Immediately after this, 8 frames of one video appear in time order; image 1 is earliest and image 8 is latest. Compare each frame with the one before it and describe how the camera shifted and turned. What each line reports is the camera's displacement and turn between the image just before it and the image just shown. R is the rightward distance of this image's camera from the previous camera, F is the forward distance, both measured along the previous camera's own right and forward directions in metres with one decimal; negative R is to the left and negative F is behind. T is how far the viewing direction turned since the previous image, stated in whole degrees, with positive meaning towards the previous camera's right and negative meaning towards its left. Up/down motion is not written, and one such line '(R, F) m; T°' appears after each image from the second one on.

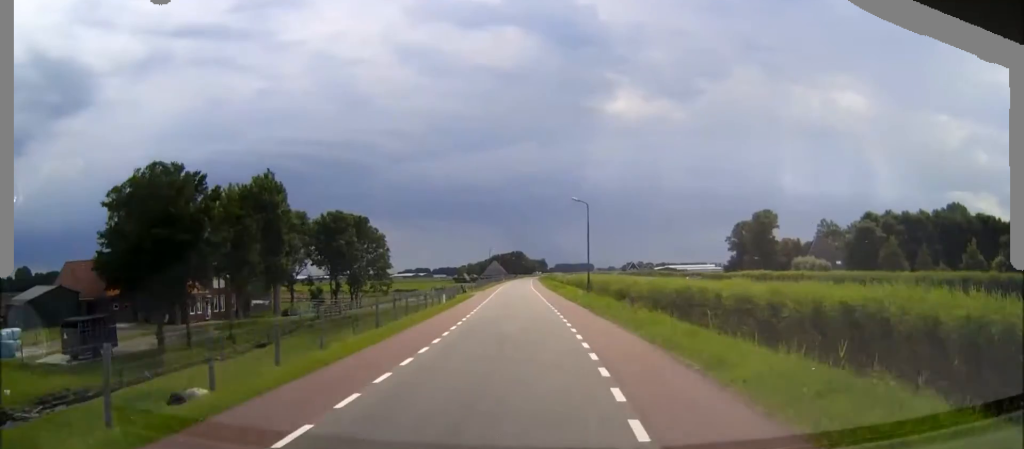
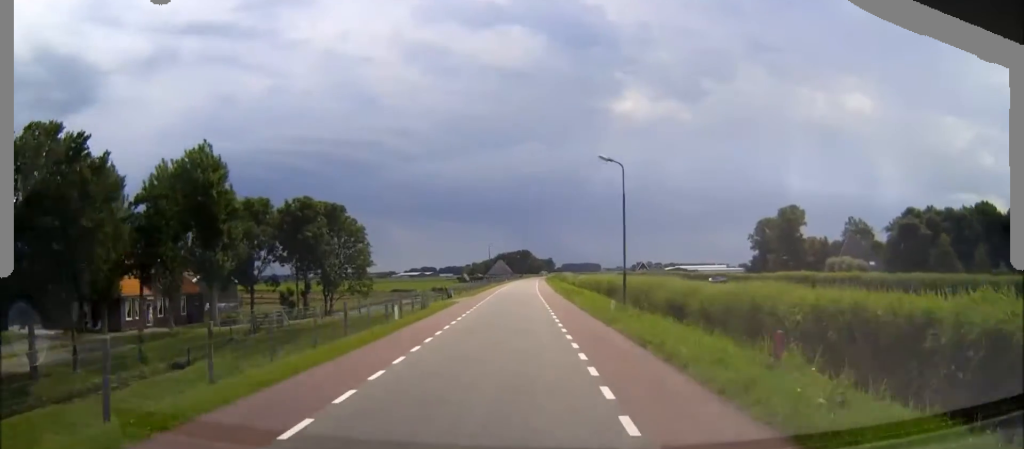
(-0.1, +15.3) m; 0°
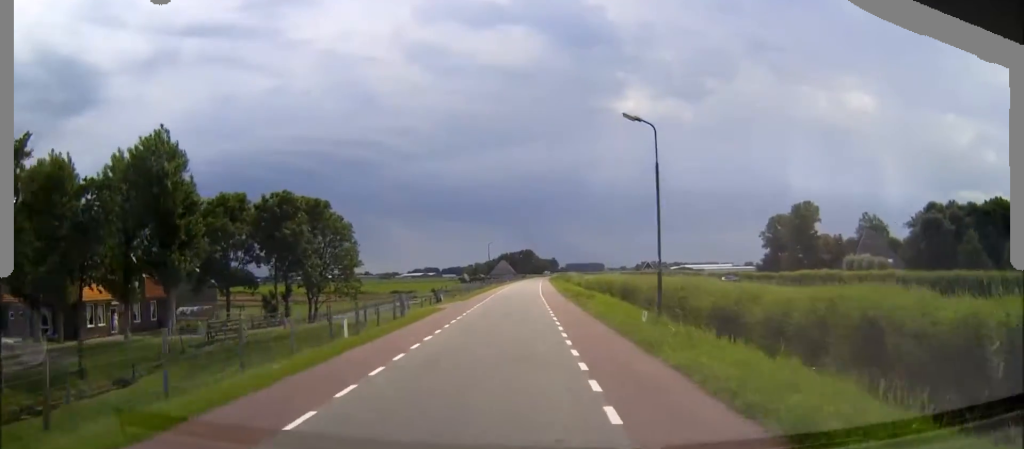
(0.0, +7.3) m; 0°
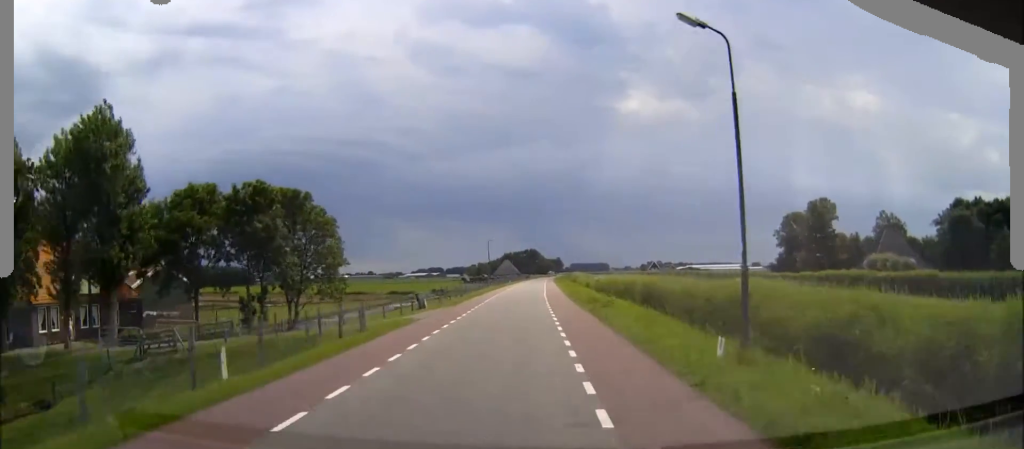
(0.0, +7.9) m; 0°
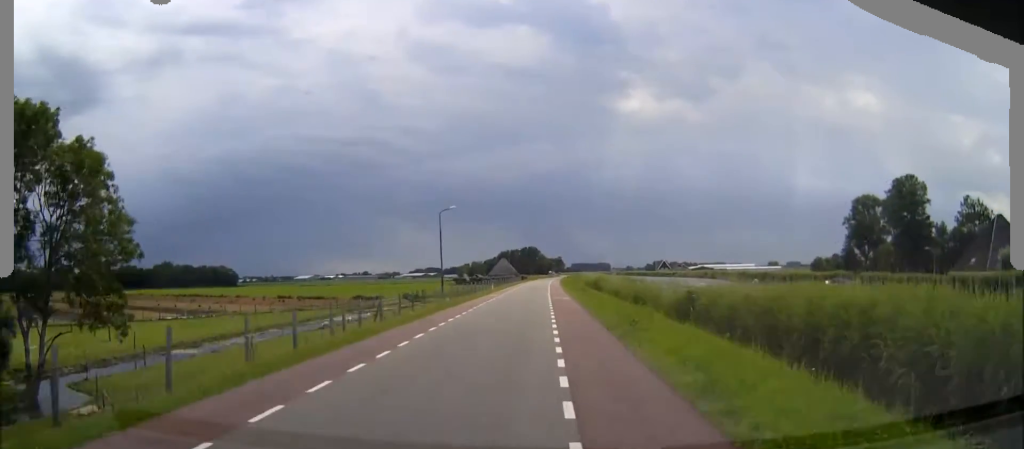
(+0.2, +40.4) m; 0°
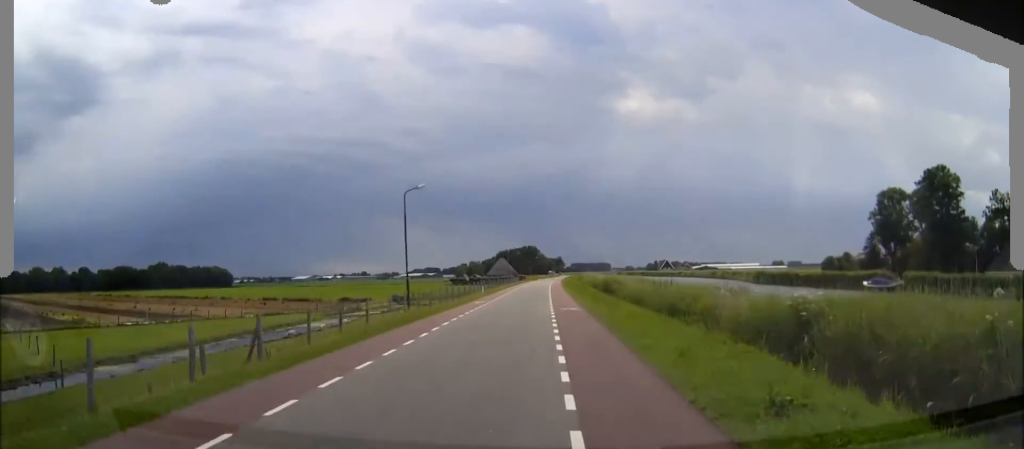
(0.0, +11.2) m; 0°
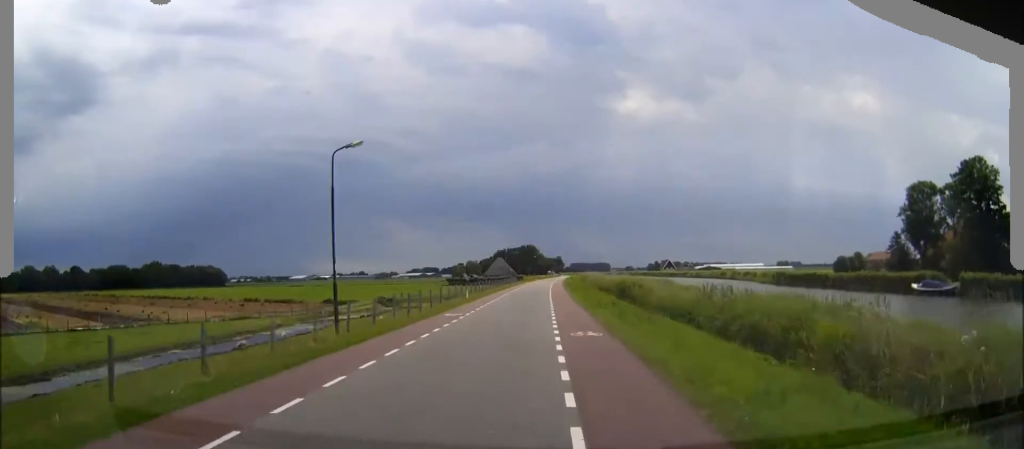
(0.0, +11.5) m; 0°
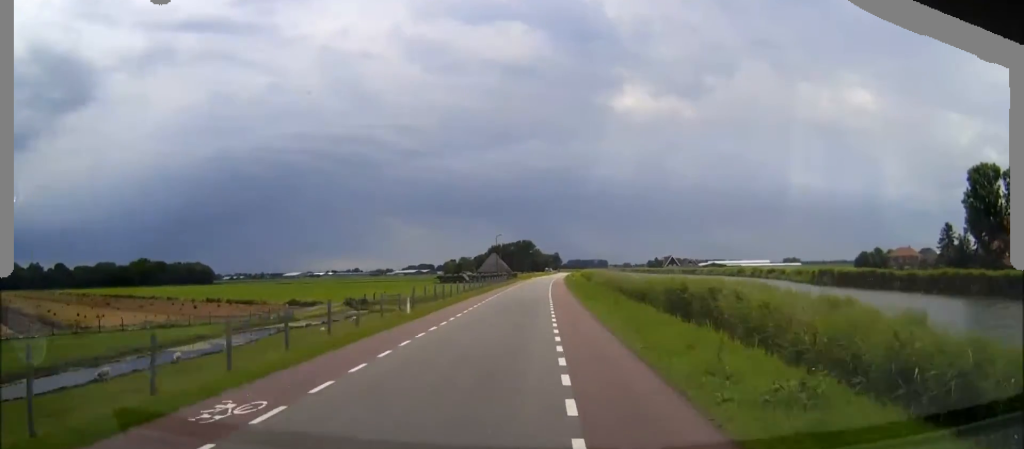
(0.0, +20.0) m; 0°
